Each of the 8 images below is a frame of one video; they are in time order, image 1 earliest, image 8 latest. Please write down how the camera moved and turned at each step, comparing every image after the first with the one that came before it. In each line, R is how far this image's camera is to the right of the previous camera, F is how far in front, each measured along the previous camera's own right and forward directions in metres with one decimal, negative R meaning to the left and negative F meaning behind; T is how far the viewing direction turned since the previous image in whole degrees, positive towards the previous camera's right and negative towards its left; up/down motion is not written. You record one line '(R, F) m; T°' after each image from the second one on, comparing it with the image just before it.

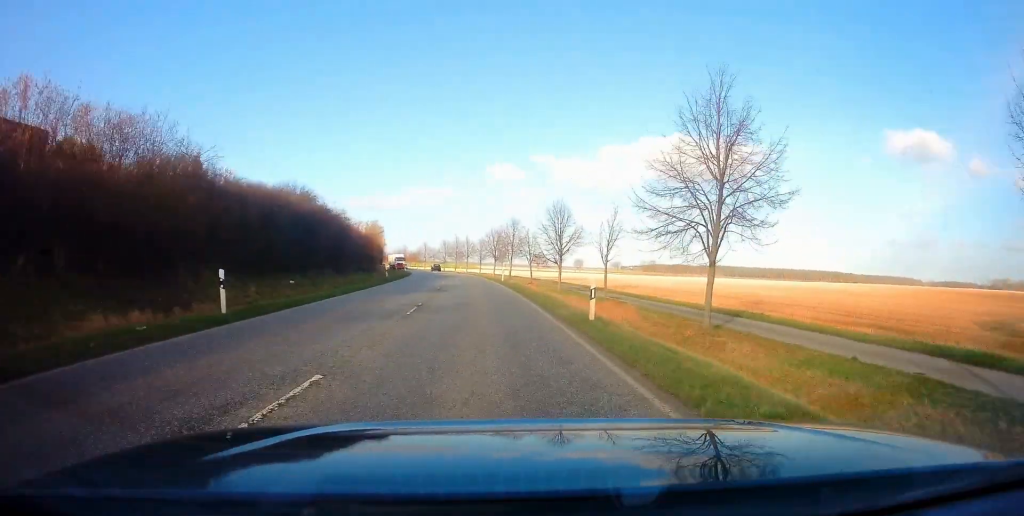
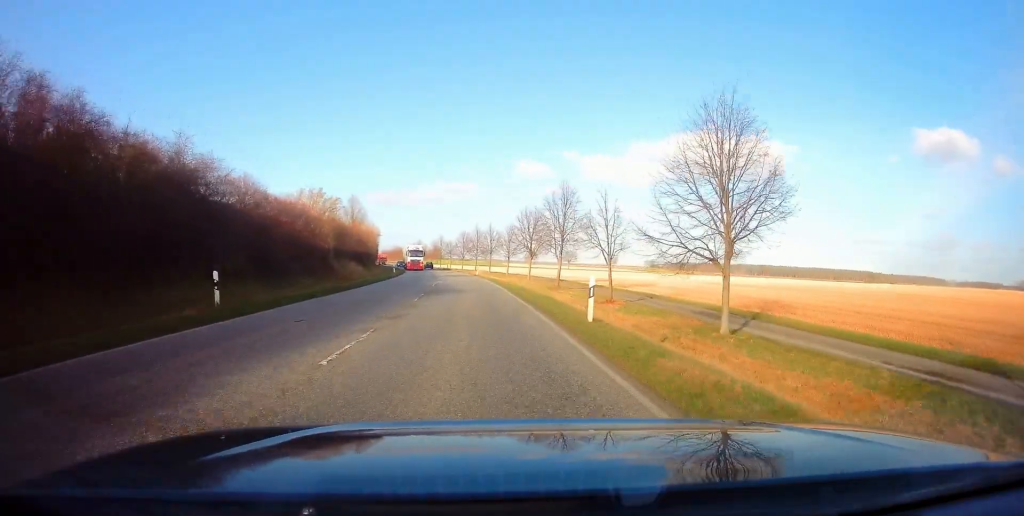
(-0.4, +31.8) m; -3°
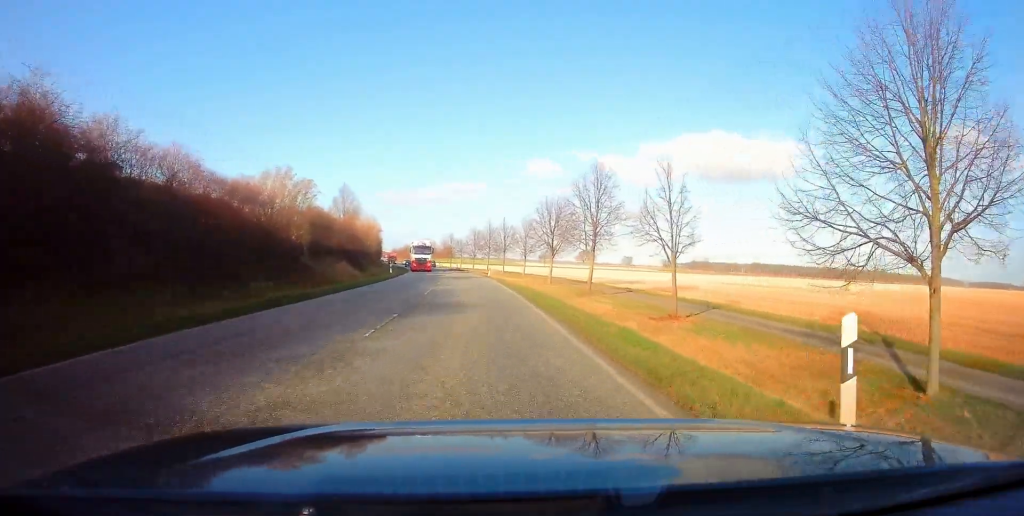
(-0.2, +9.5) m; -1°
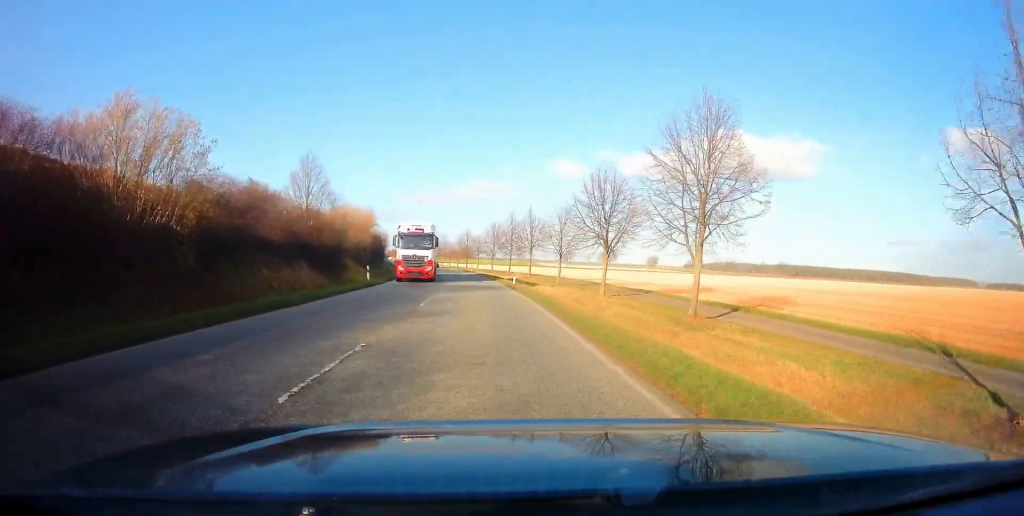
(-0.4, +16.9) m; -2°
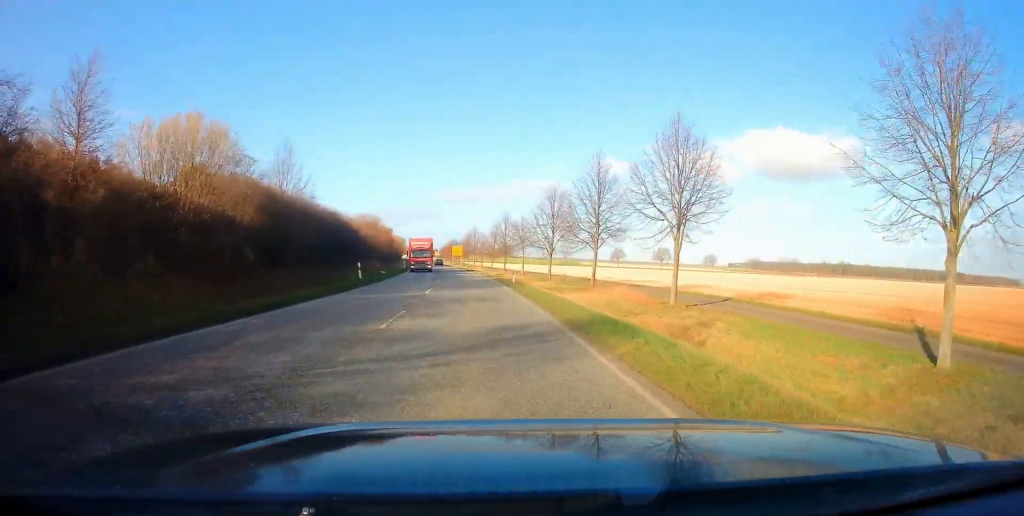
(-1.0, +42.5) m; -3°
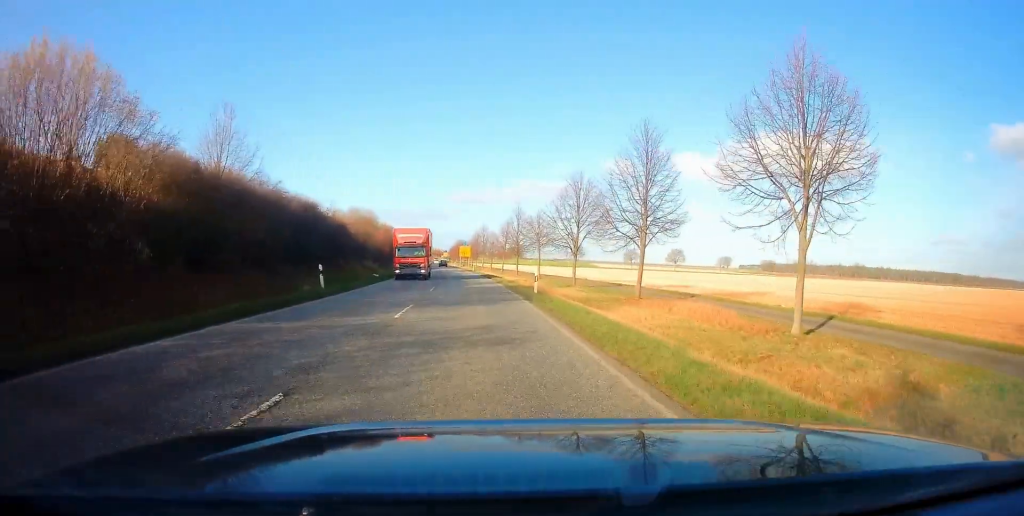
(0.0, +9.6) m; -1°
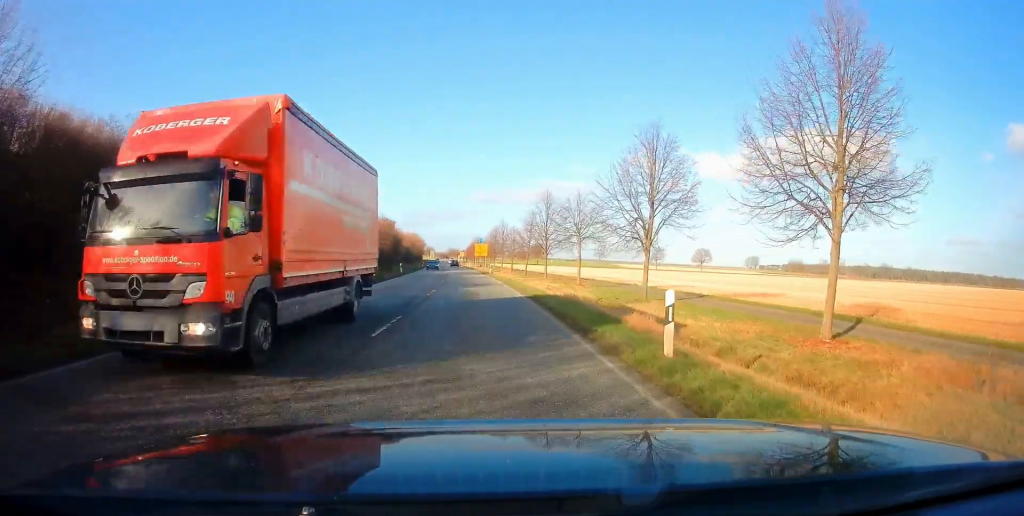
(-0.2, +15.9) m; -3°
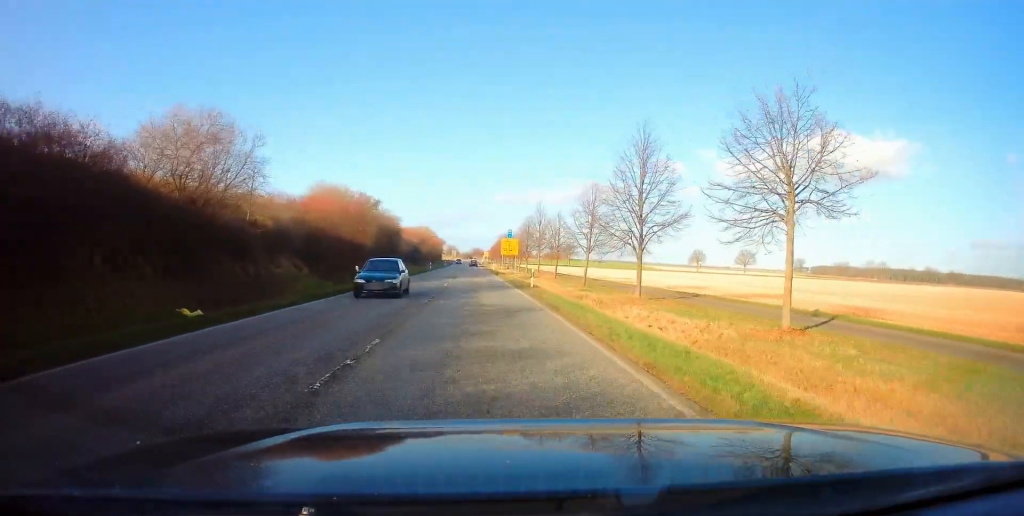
(-1.1, +28.5) m; -3°
